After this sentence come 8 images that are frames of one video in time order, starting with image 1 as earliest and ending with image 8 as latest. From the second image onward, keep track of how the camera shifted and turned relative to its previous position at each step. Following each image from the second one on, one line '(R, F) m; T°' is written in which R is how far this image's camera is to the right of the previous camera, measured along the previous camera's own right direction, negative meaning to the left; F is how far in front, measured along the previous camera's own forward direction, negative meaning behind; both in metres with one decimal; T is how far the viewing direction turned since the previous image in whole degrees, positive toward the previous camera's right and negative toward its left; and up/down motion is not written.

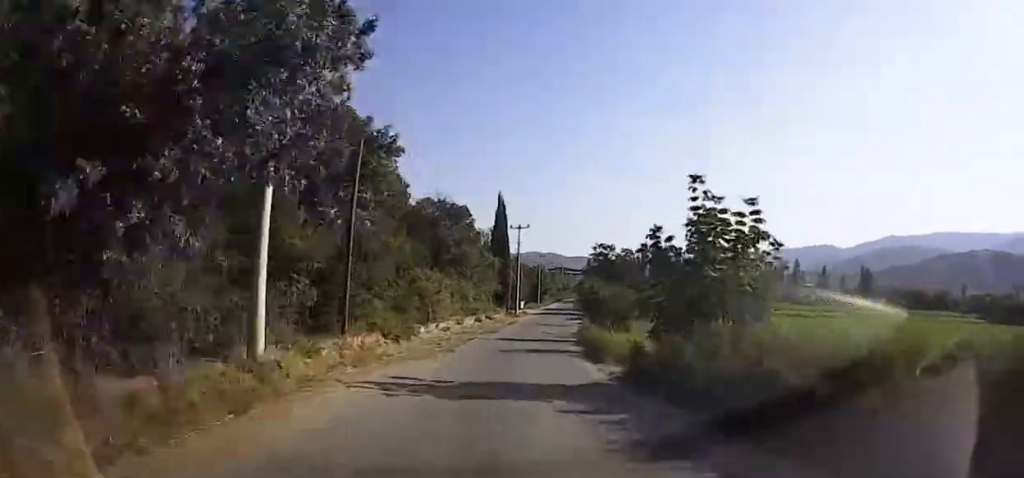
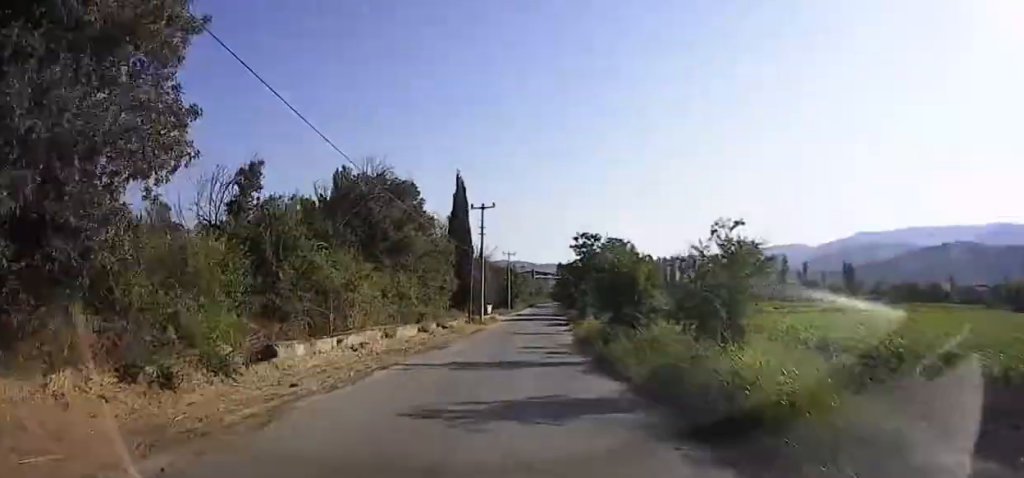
(0.0, +13.2) m; 0°
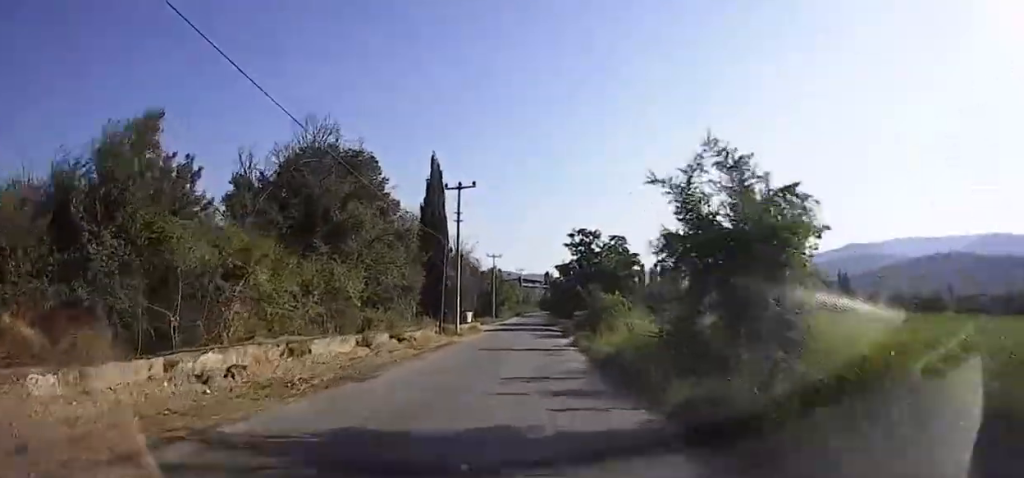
(0.0, +9.1) m; 0°
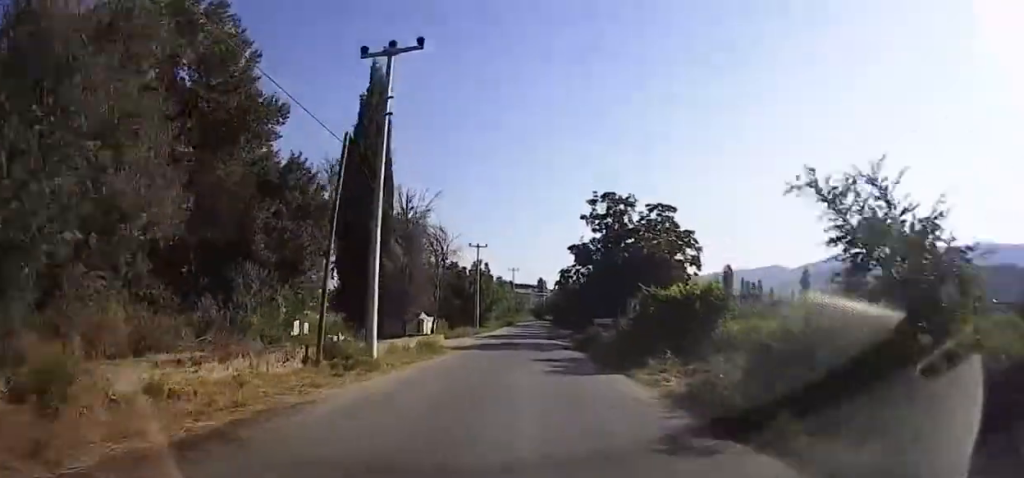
(0.0, +19.1) m; 0°
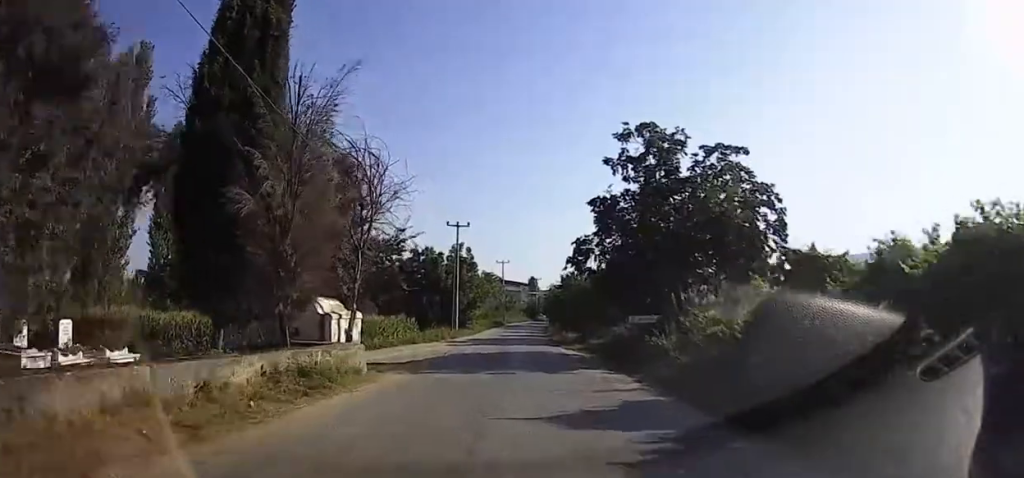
(+0.1, +13.3) m; +1°
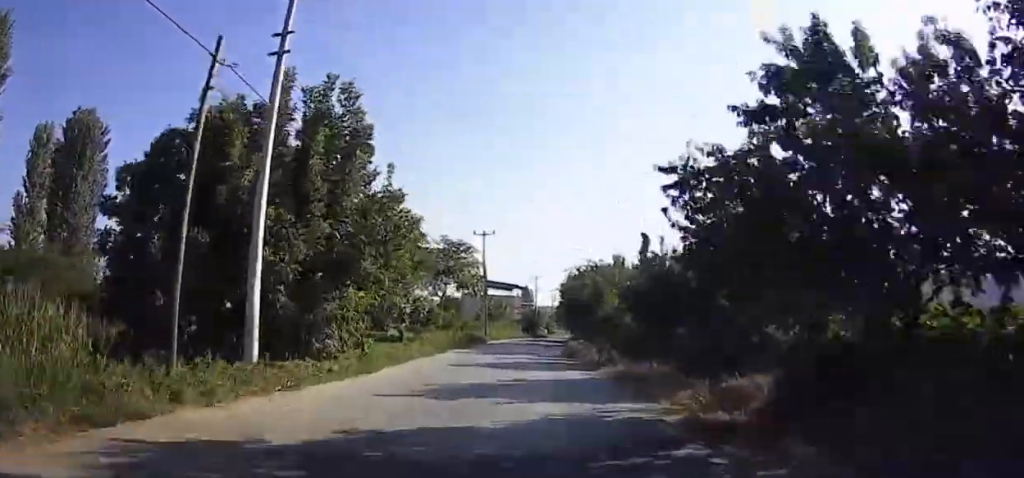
(+1.3, +38.2) m; +4°
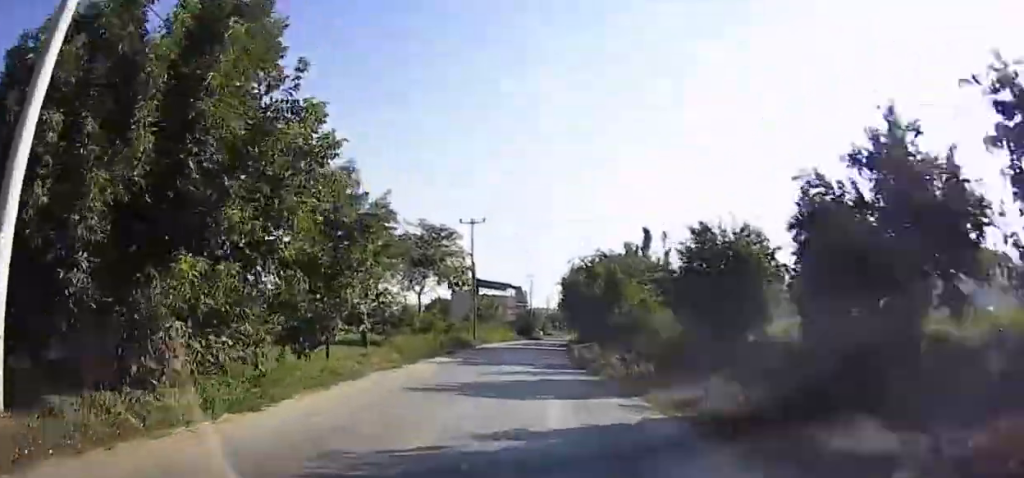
(0.0, +7.0) m; +1°
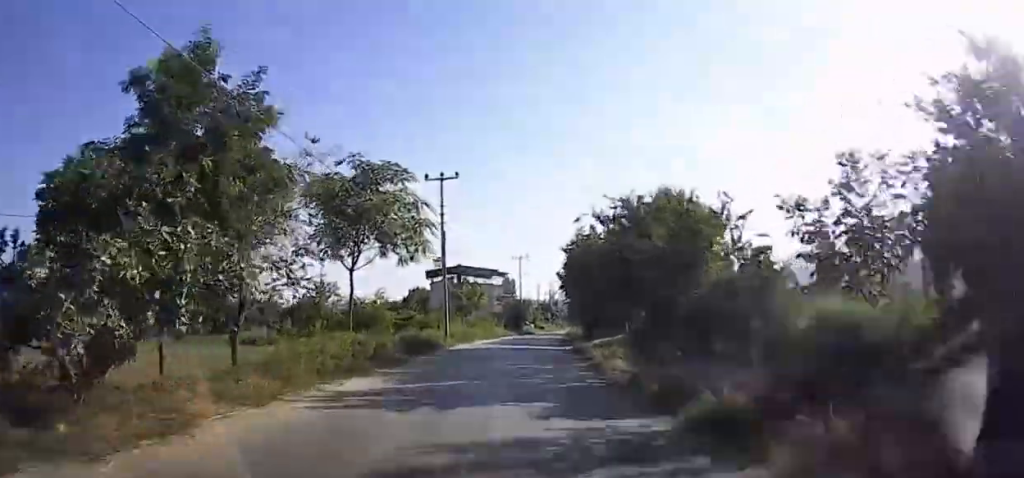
(0.0, +12.3) m; +1°
